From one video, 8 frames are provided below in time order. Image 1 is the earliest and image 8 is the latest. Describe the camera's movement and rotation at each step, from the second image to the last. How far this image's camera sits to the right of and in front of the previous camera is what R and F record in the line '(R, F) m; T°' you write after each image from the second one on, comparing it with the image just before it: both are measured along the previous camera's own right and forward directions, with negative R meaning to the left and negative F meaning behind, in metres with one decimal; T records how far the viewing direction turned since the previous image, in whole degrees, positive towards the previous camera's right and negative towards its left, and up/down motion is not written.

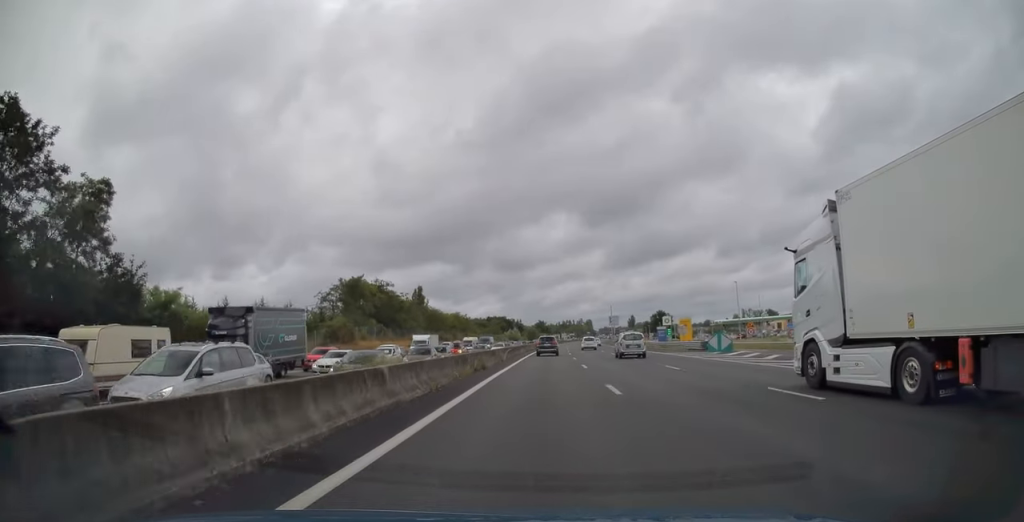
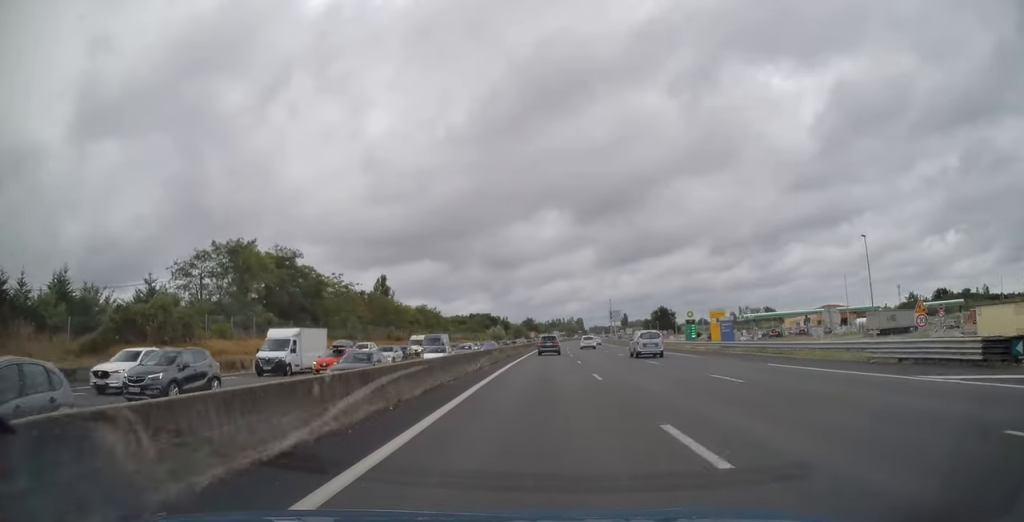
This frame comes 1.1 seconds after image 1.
(+0.3, +34.7) m; +1°
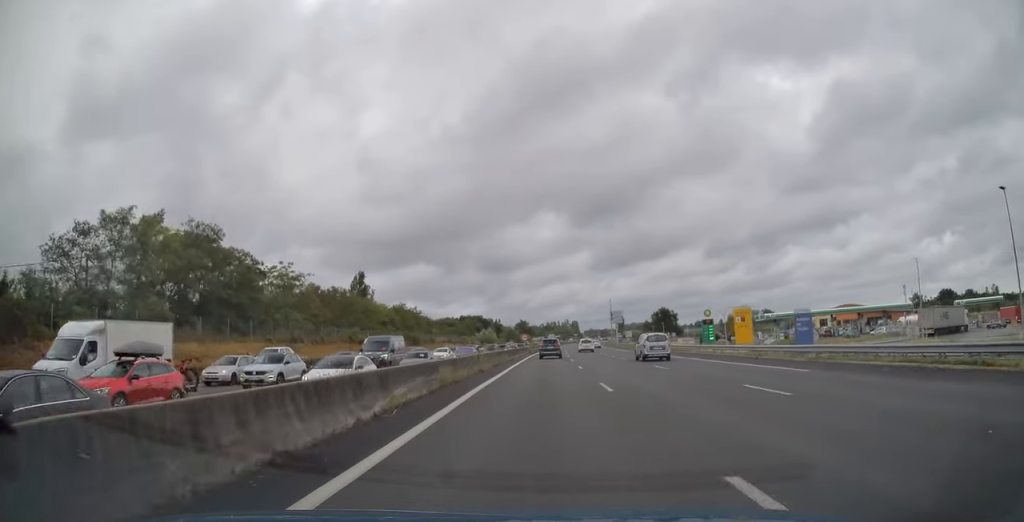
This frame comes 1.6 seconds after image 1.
(0.0, +16.6) m; 0°
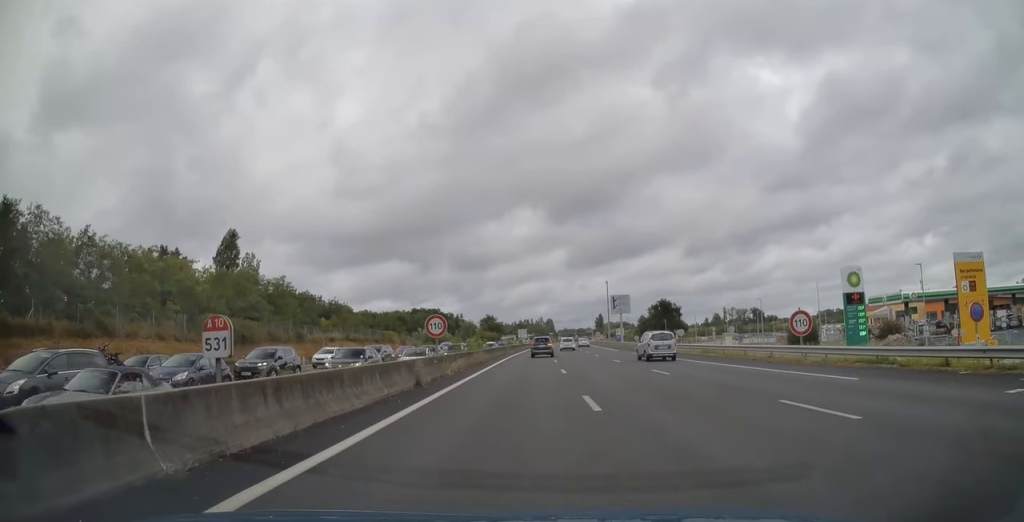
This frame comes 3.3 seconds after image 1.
(+0.7, +57.8) m; +2°
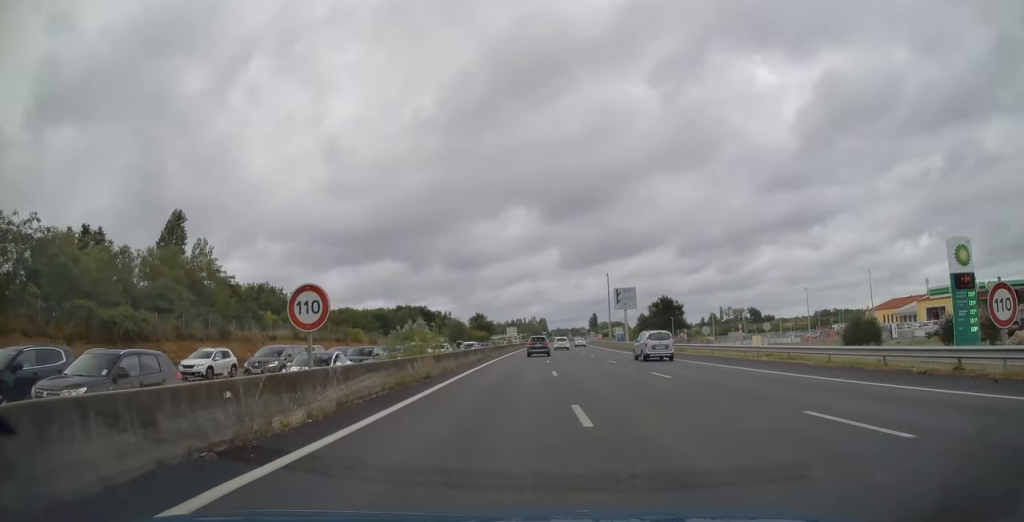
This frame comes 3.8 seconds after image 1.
(0.0, +15.3) m; +1°
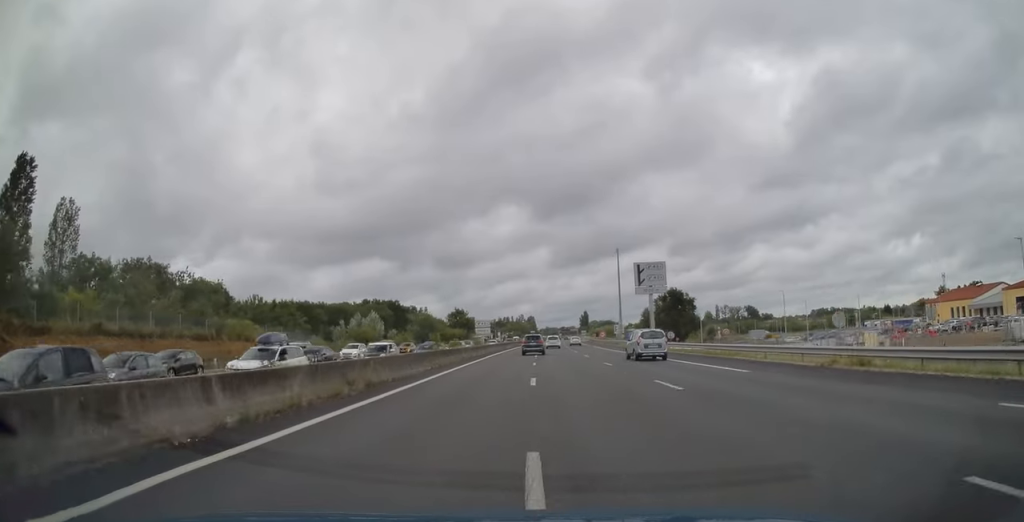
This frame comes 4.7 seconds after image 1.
(+0.5, +31.4) m; +1°
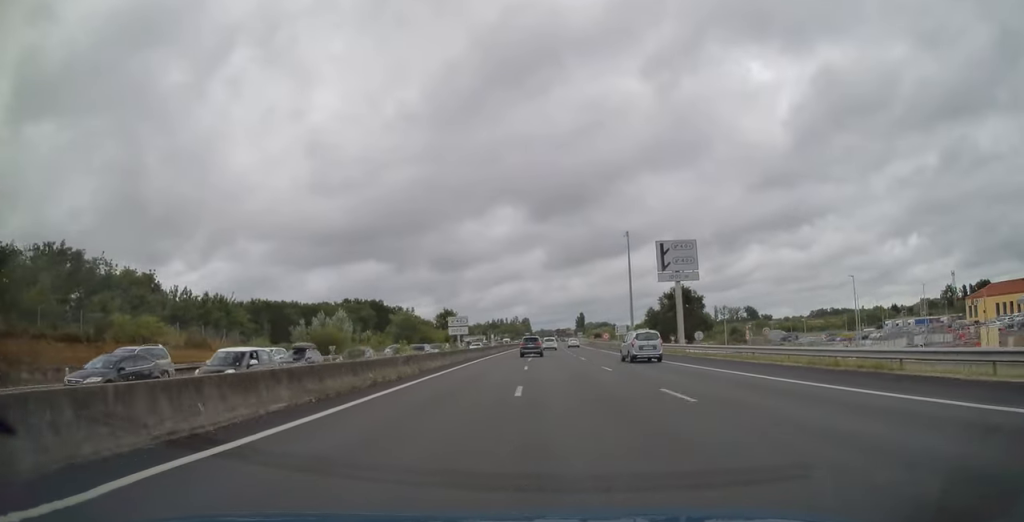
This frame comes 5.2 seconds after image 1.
(0.0, +15.7) m; +1°
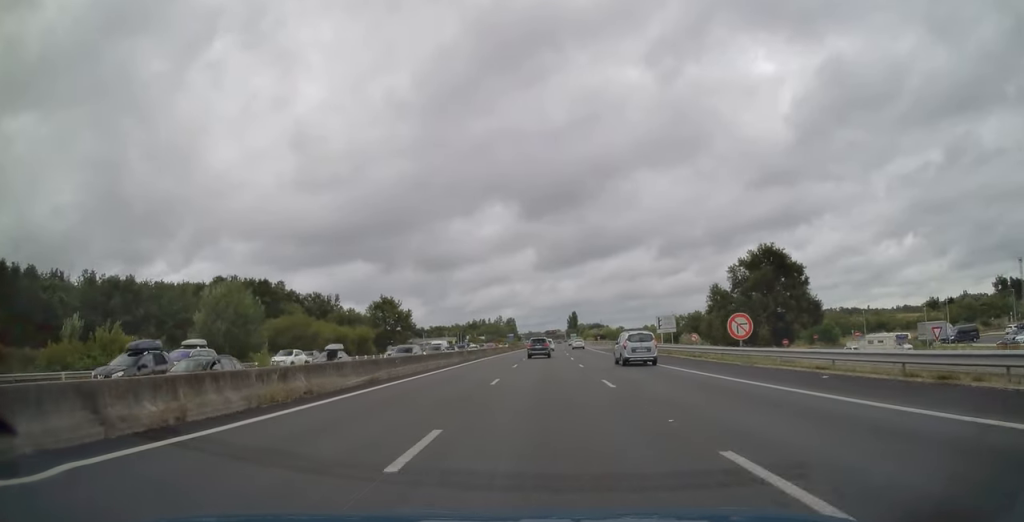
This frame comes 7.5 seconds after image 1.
(+1.4, +74.4) m; +2°
